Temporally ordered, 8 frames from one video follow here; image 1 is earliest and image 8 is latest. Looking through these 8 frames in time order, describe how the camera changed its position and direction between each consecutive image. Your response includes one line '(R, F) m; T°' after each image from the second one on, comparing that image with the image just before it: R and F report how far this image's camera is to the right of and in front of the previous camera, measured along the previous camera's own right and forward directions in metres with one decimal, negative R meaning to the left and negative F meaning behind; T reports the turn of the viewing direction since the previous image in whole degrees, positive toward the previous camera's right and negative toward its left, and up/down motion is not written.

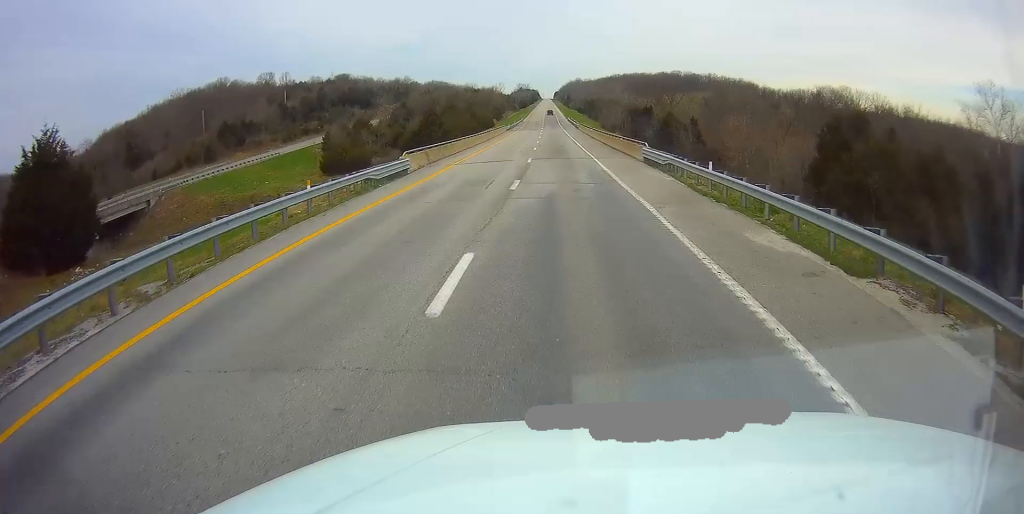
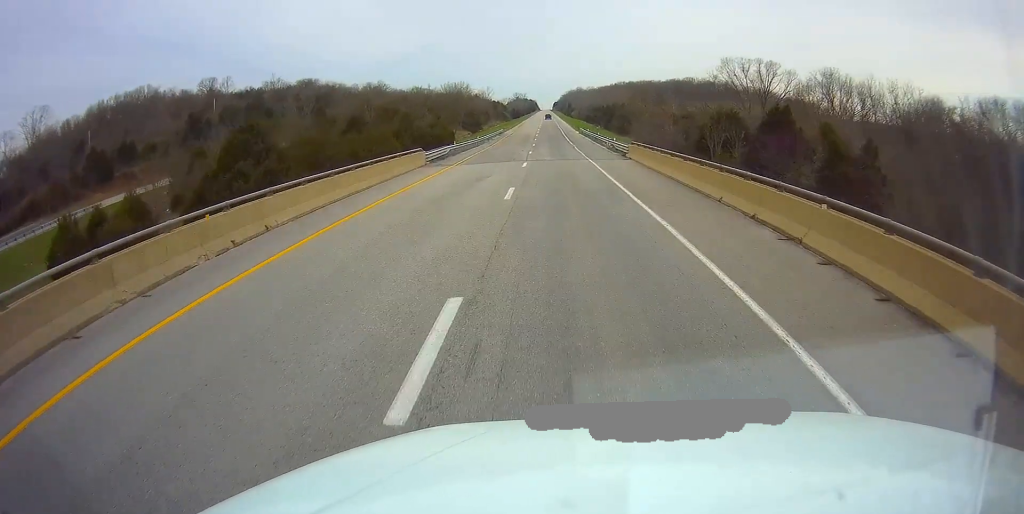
(0.0, +63.4) m; 0°
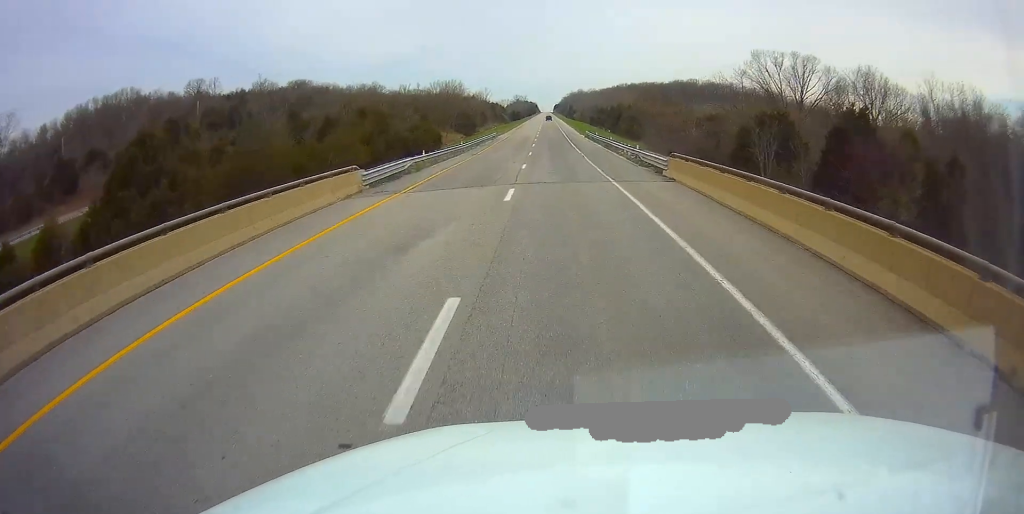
(0.0, +12.2) m; 0°
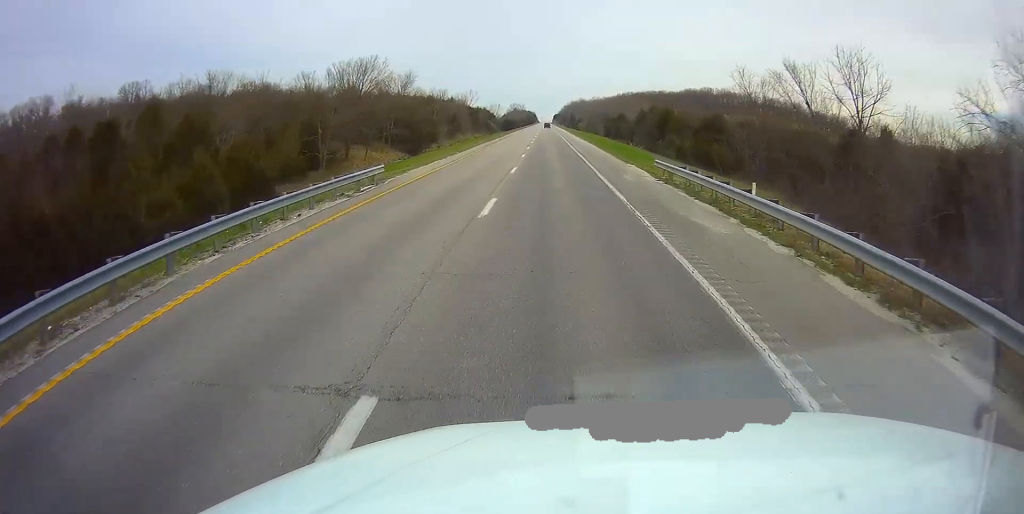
(0.0, +51.6) m; 0°
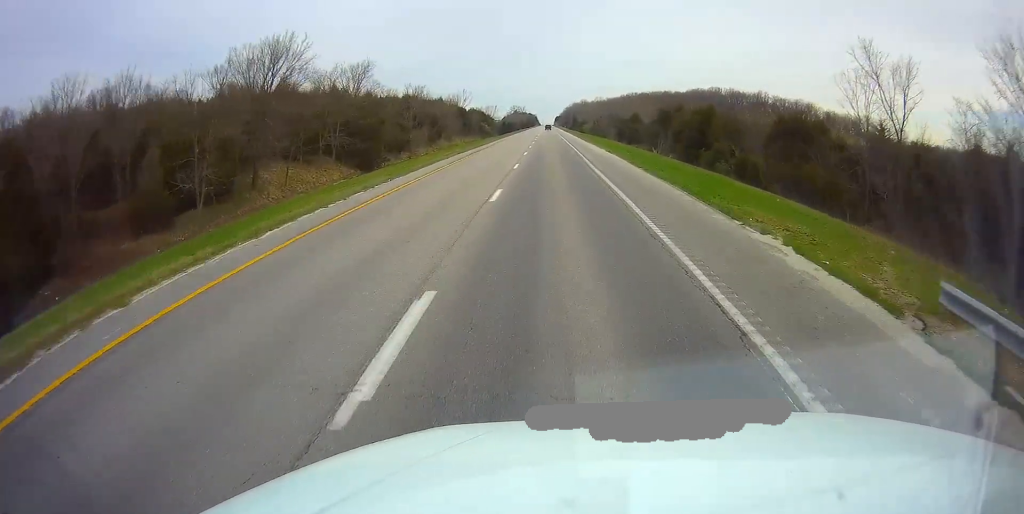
(-0.2, +21.2) m; 0°
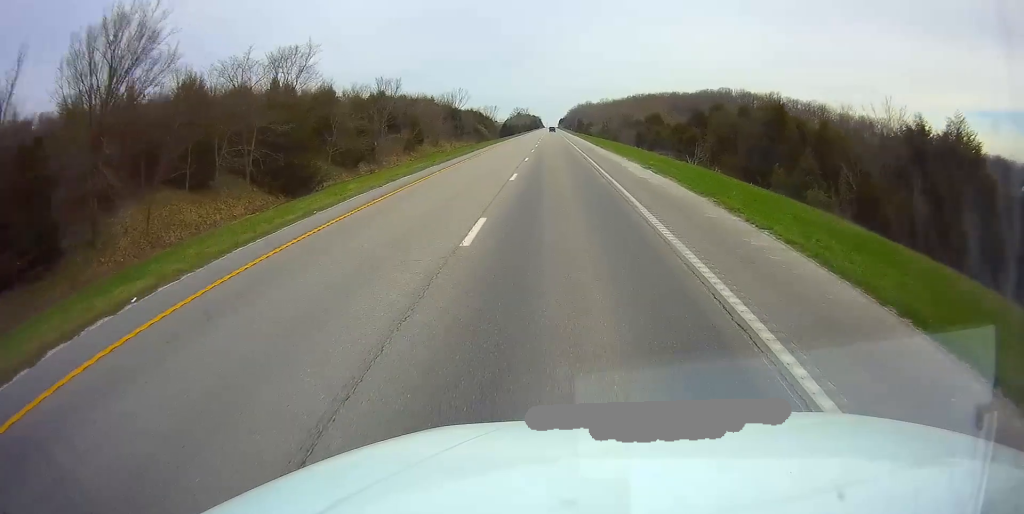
(0.0, +18.1) m; 0°
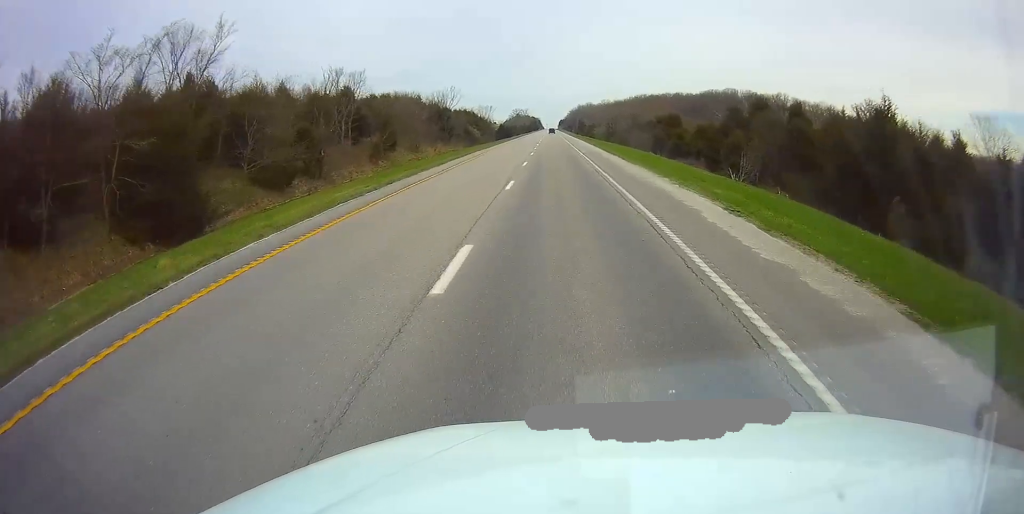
(+0.1, +15.1) m; 0°
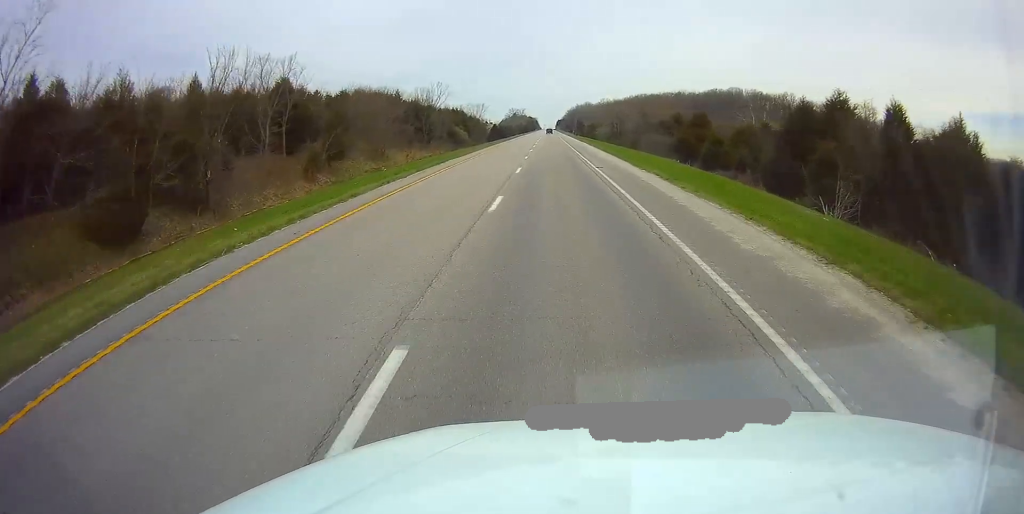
(0.0, +17.1) m; 0°
